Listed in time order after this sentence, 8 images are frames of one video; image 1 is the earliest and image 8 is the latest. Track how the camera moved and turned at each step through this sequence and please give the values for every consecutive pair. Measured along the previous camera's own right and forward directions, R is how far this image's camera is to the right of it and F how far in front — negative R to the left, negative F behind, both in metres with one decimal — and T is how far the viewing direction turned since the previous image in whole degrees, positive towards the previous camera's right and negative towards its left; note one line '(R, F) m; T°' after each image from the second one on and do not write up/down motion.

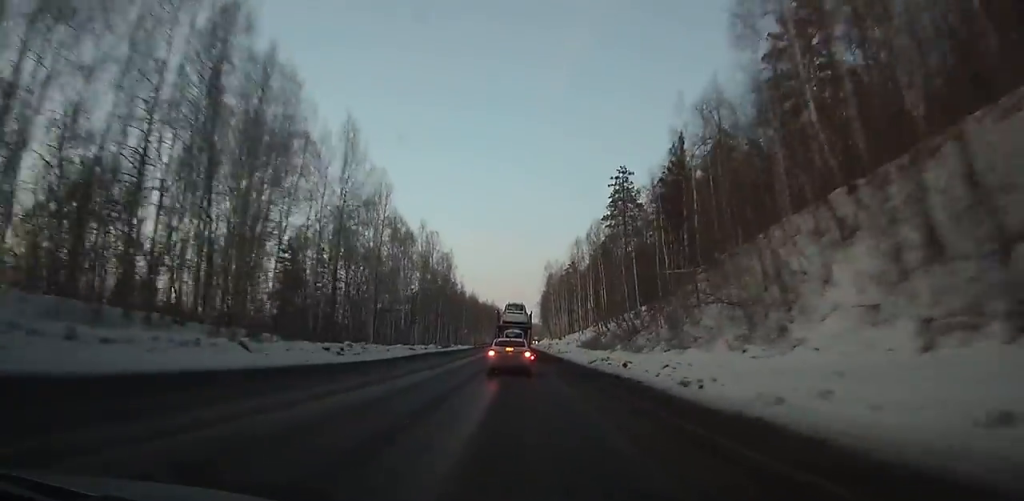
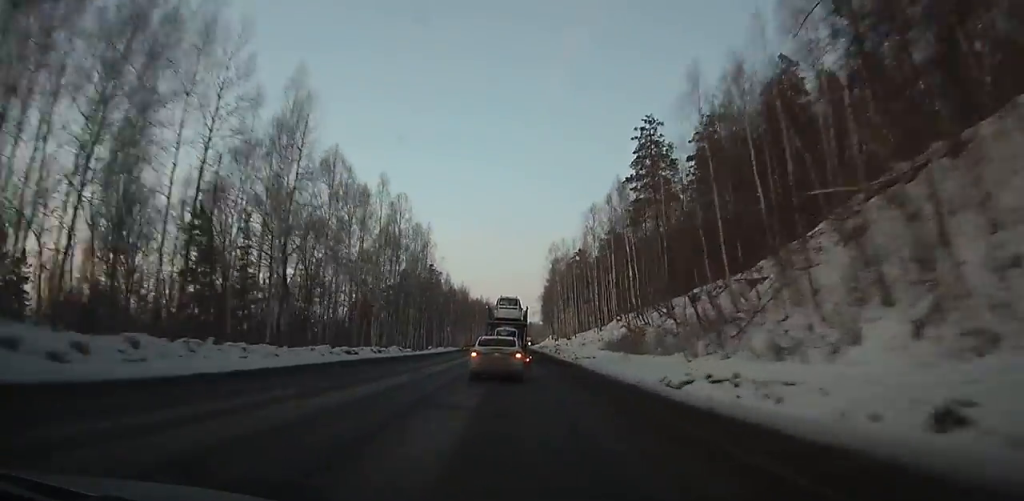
(-2.3, +24.0) m; -3°
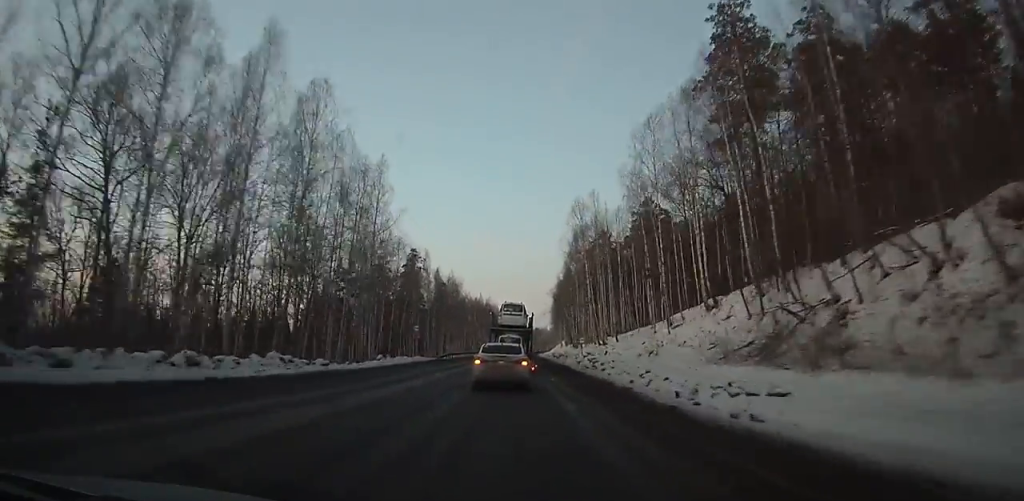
(+1.2, +34.9) m; +2°
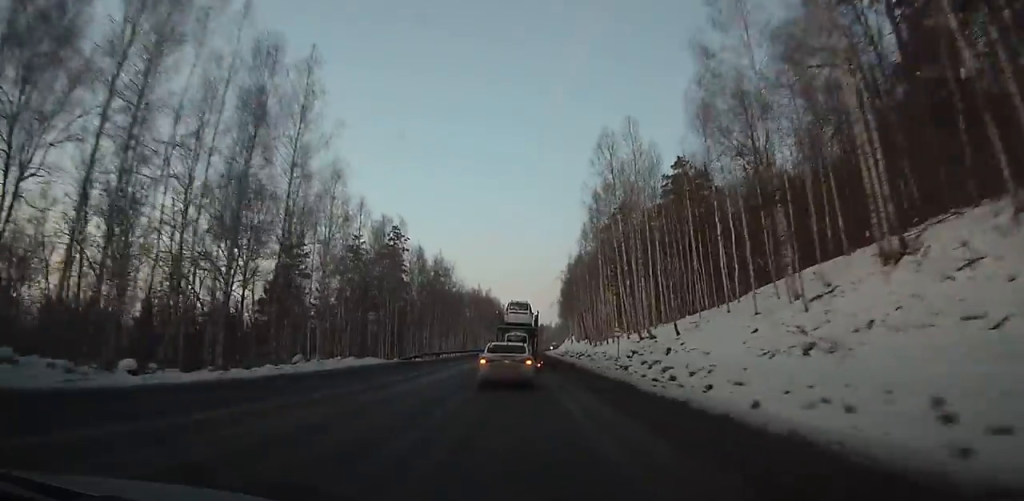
(0.0, +22.1) m; +1°
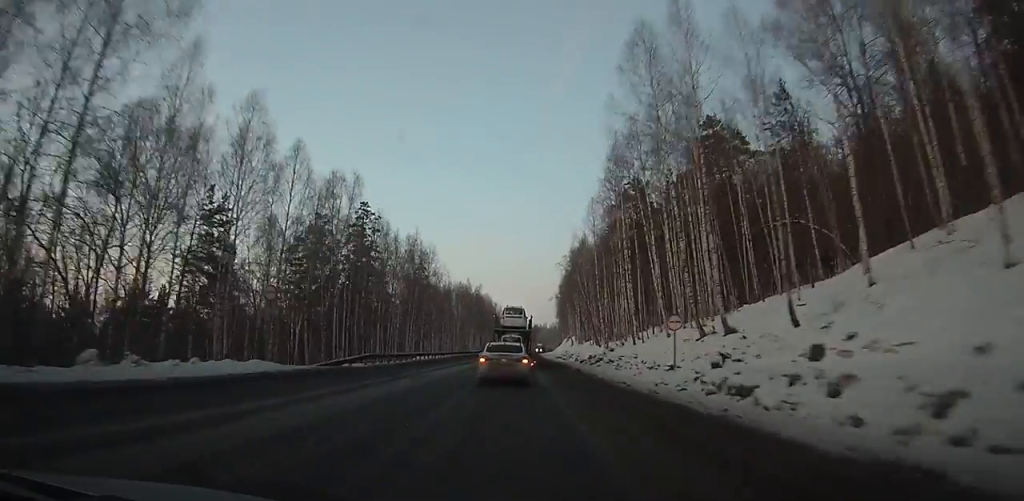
(+0.1, +18.1) m; 0°
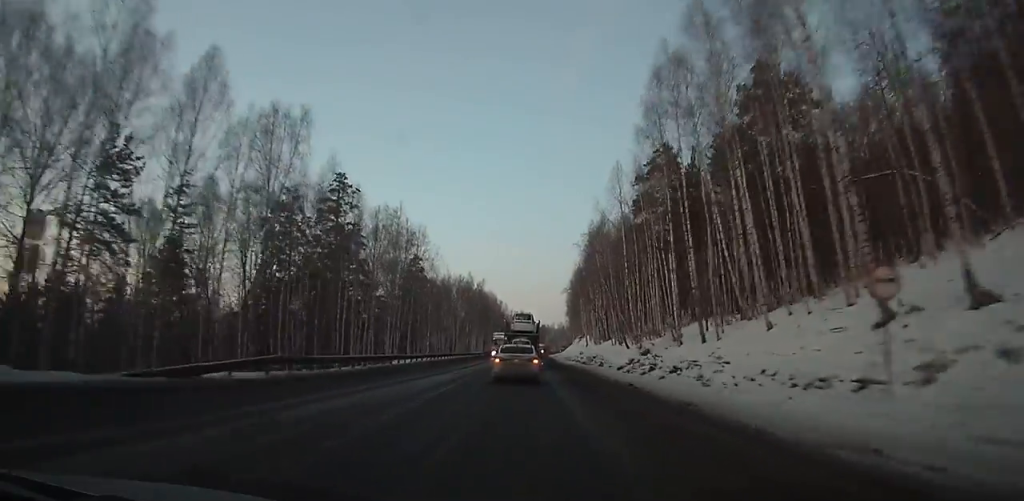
(+0.2, +16.1) m; 0°
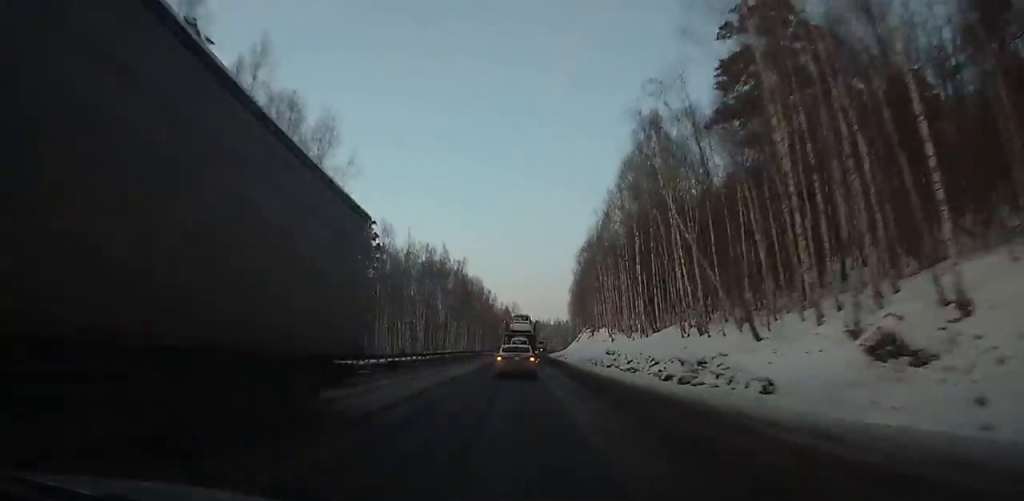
(-0.1, +34.9) m; 0°
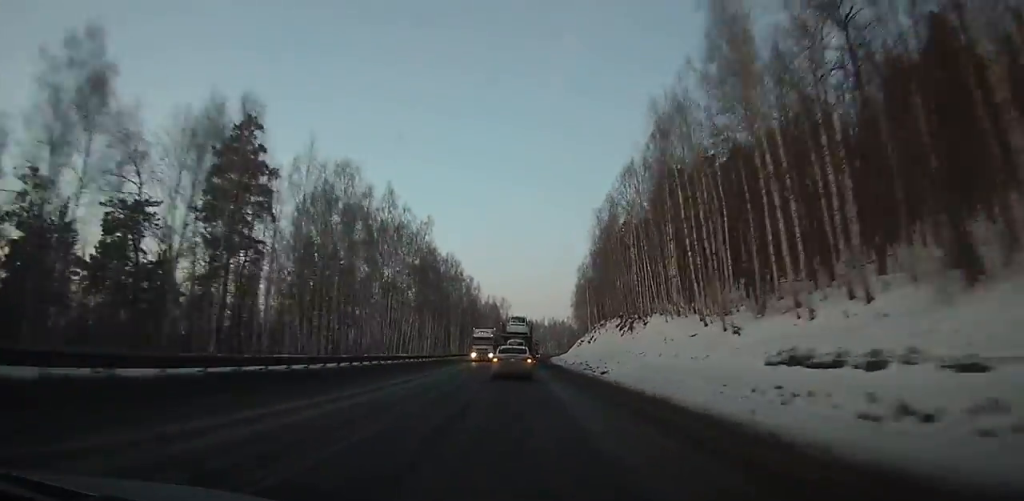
(+0.2, +39.3) m; +1°
